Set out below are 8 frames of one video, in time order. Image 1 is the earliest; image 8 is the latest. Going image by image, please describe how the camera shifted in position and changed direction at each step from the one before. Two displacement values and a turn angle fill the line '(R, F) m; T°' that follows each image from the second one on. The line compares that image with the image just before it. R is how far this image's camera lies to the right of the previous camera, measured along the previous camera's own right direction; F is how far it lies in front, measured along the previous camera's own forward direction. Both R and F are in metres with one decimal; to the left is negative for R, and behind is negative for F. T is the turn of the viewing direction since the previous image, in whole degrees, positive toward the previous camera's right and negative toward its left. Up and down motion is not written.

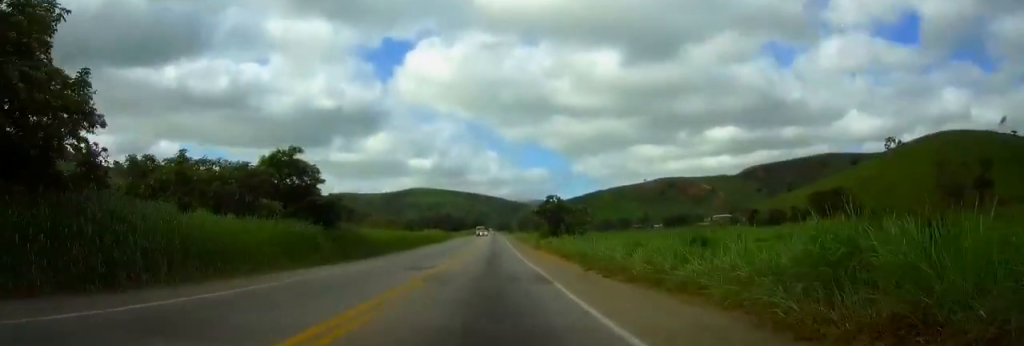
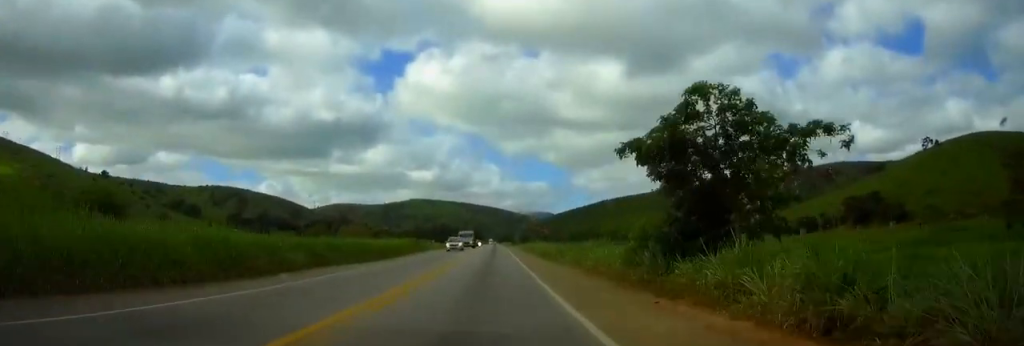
(0.0, +42.0) m; 0°
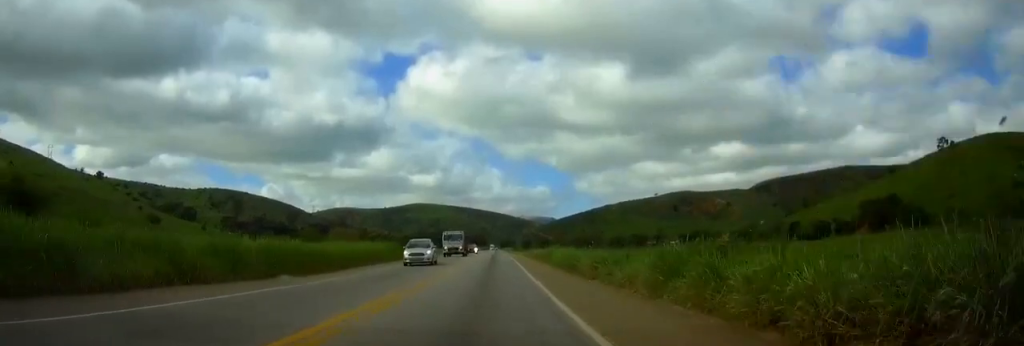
(-0.1, +14.9) m; 0°
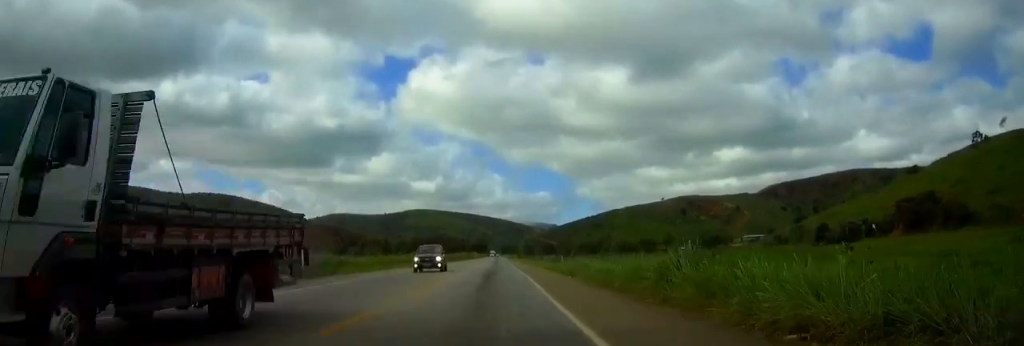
(+0.1, +32.5) m; 0°
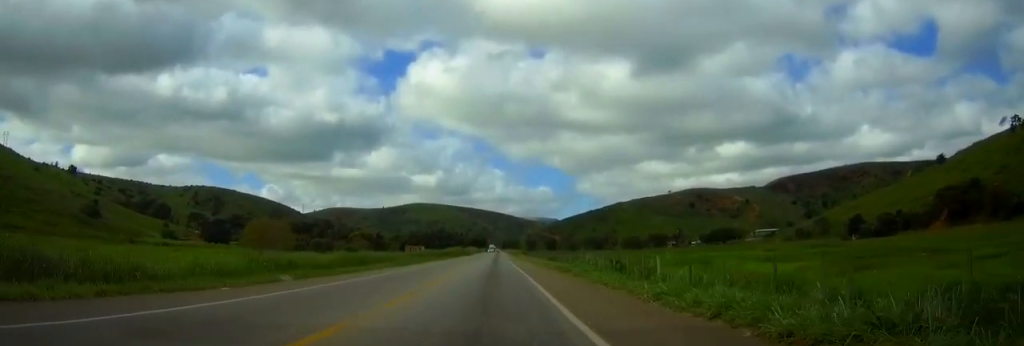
(0.0, +34.0) m; 0°
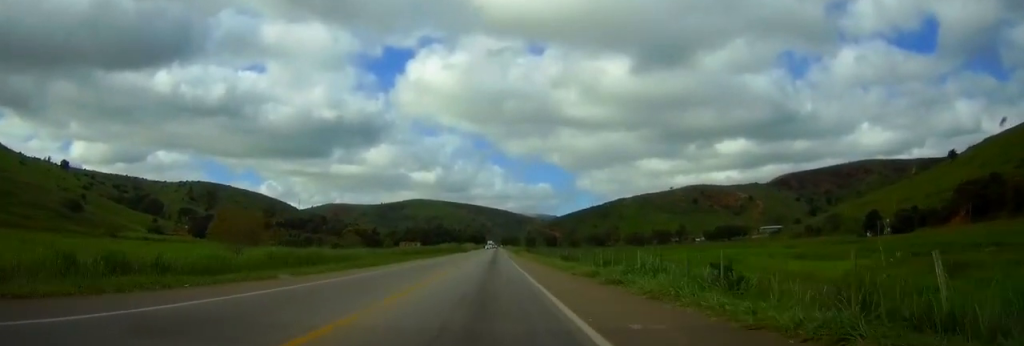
(0.0, +15.3) m; 0°
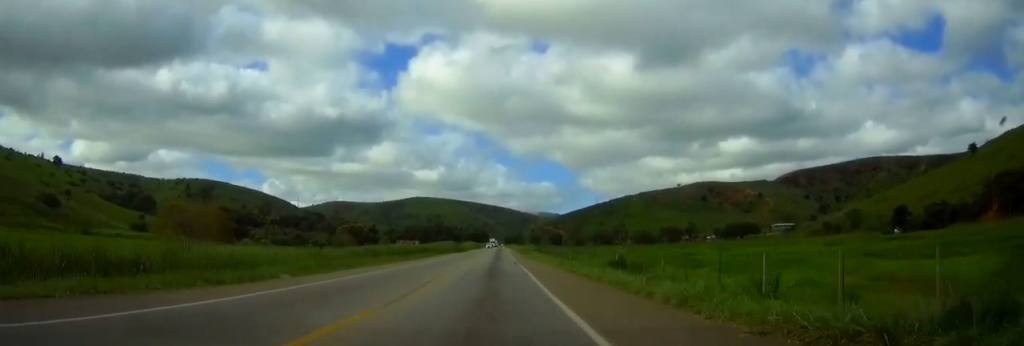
(-0.1, +21.6) m; 0°
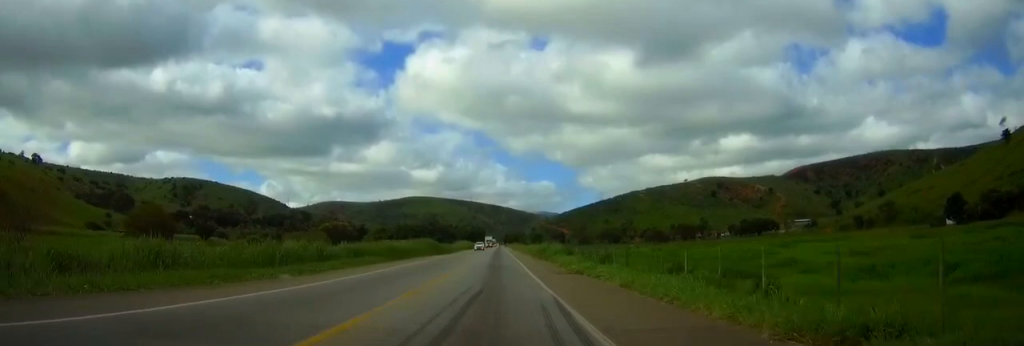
(+0.1, +39.9) m; 0°
